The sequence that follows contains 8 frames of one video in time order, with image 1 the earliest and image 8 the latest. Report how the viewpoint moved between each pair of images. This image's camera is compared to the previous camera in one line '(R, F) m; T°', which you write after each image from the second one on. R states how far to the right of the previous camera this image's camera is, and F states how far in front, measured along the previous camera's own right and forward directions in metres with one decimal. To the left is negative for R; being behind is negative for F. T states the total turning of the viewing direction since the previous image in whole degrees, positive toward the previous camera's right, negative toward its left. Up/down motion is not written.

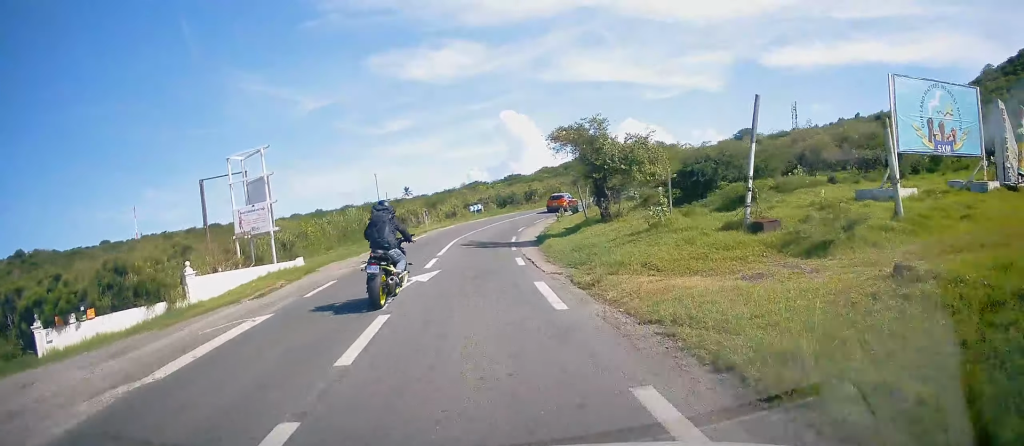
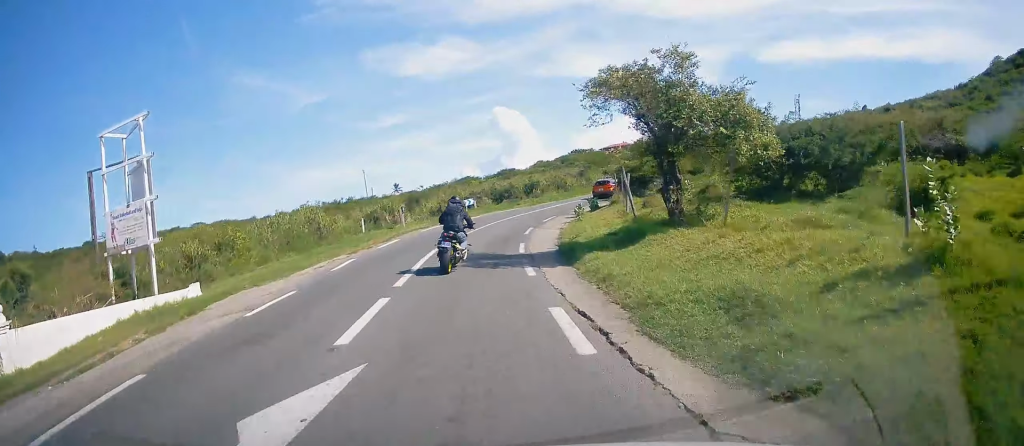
(+0.2, +9.8) m; 0°
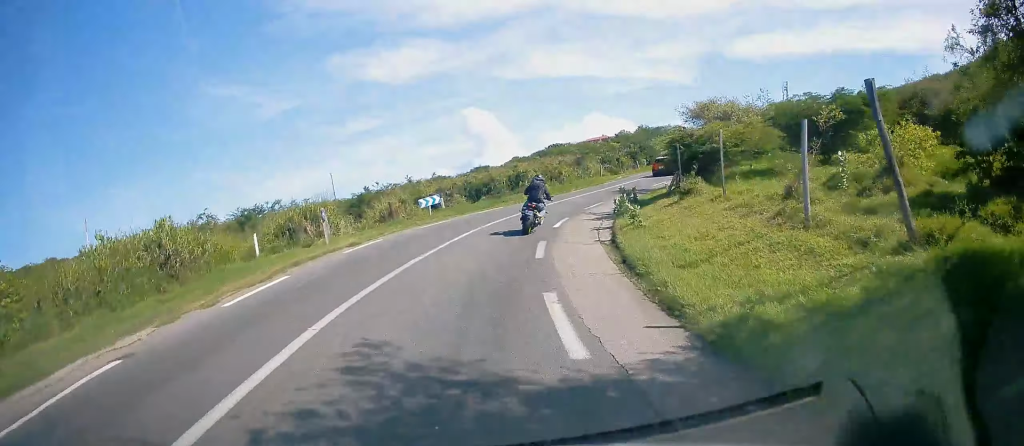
(-0.3, +13.0) m; +2°
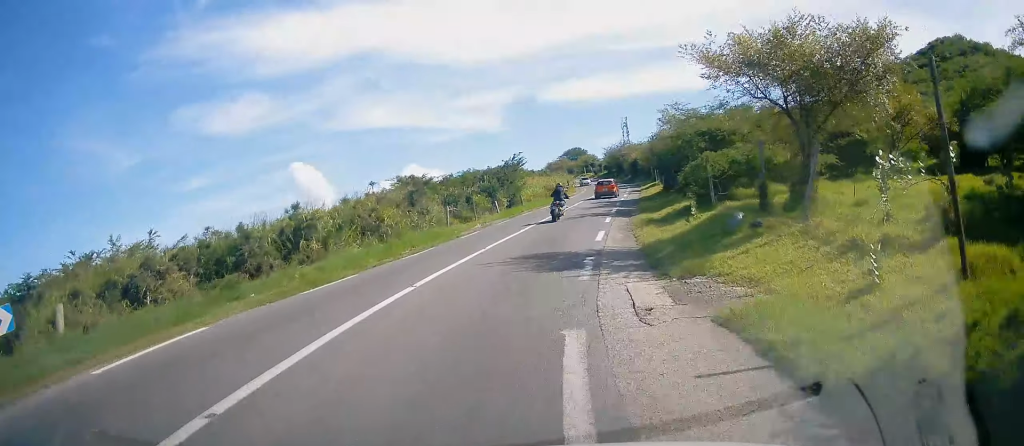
(+3.3, +21.8) m; +18°
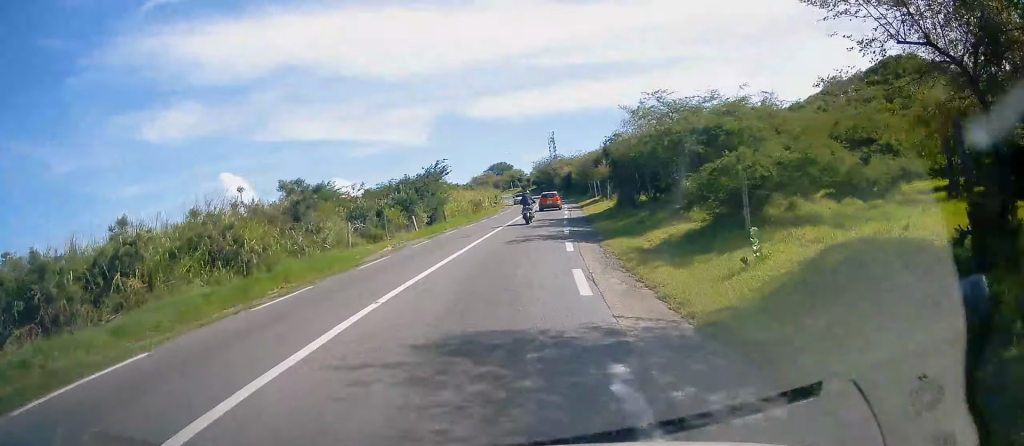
(+0.5, +7.8) m; +6°
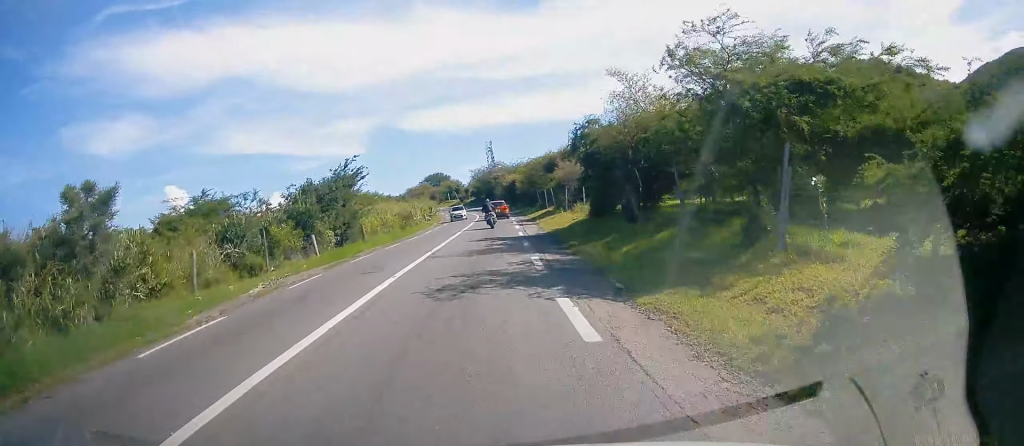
(+0.5, +9.7) m; +5°
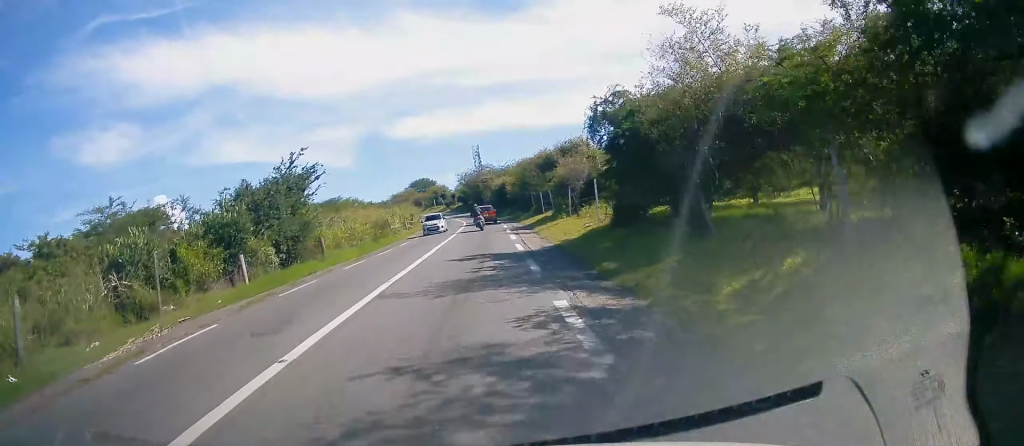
(+0.3, +6.8) m; +2°
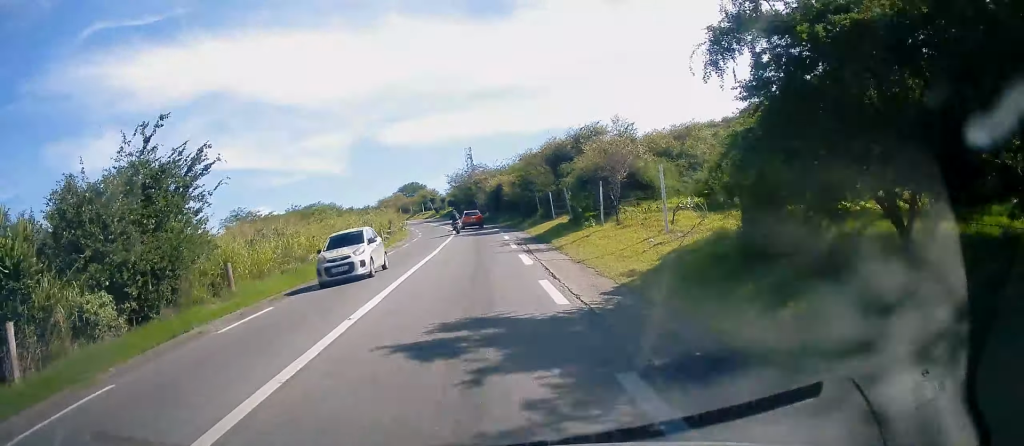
(+0.2, +10.4) m; +2°
